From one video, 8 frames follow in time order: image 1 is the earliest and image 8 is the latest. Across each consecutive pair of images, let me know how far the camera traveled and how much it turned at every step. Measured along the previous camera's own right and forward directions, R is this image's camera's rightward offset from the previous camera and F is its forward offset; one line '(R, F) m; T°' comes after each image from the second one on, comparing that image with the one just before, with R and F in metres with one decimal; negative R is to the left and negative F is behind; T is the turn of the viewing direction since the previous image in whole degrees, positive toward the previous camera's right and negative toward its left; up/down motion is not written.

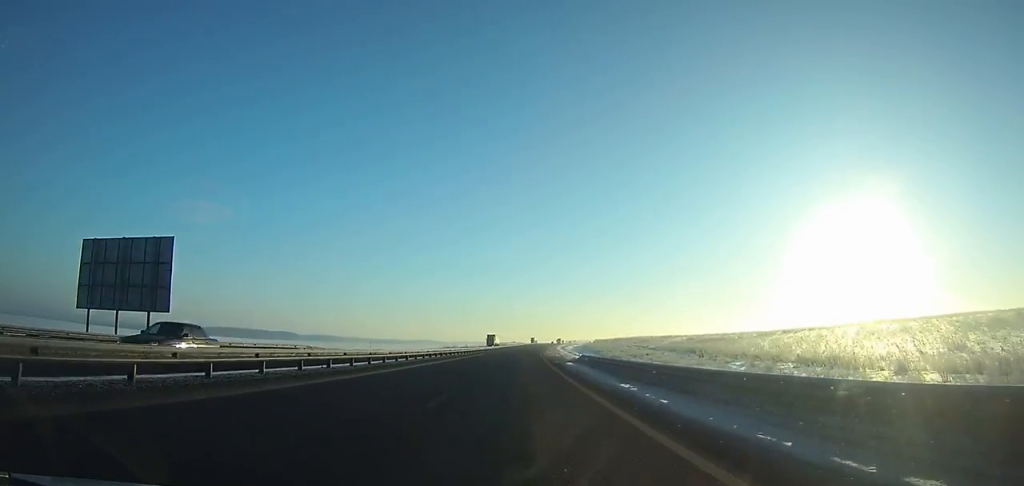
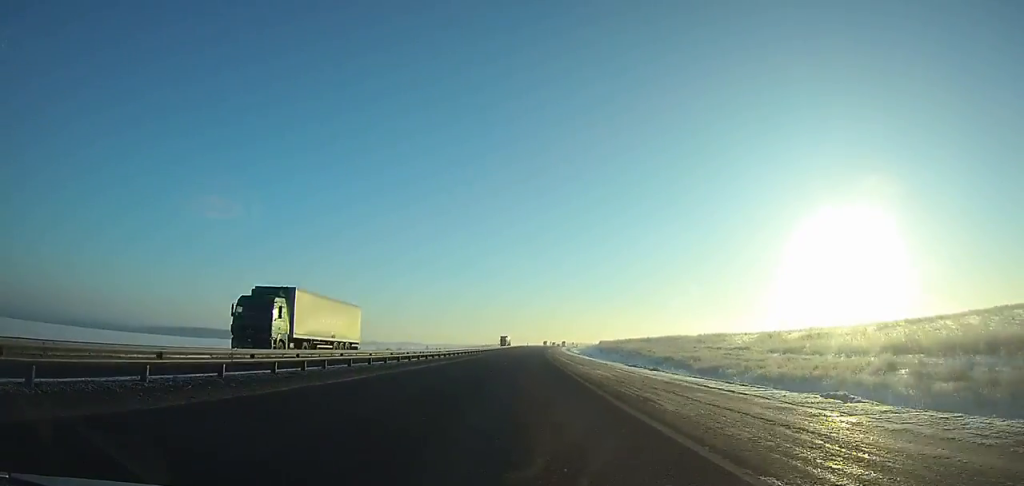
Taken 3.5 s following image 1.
(+1.1, +79.2) m; +1°
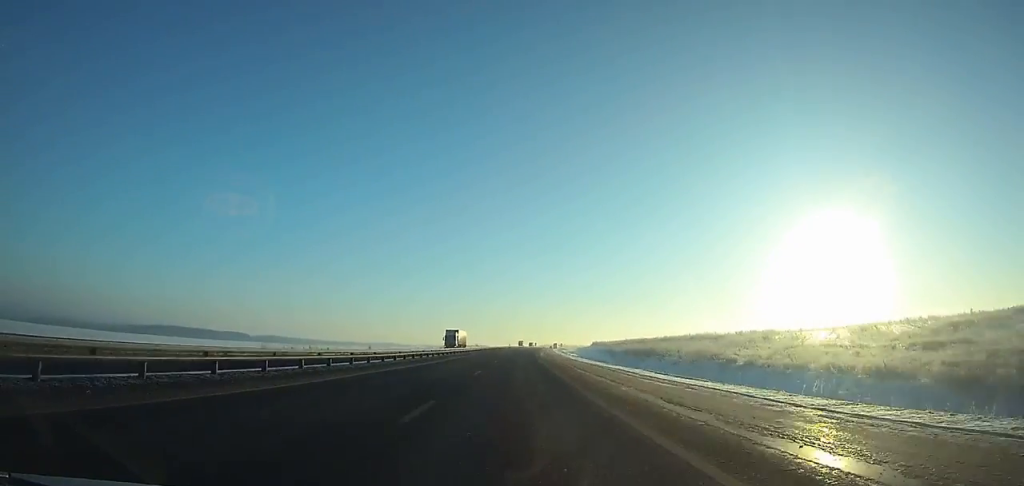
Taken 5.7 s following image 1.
(+0.3, +49.4) m; +1°
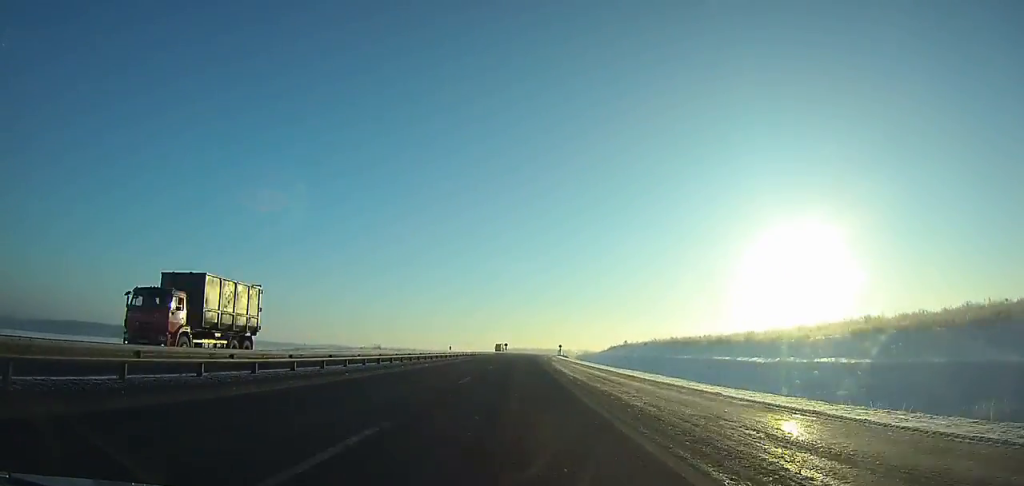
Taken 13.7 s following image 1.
(+5.5, +179.0) m; +3°
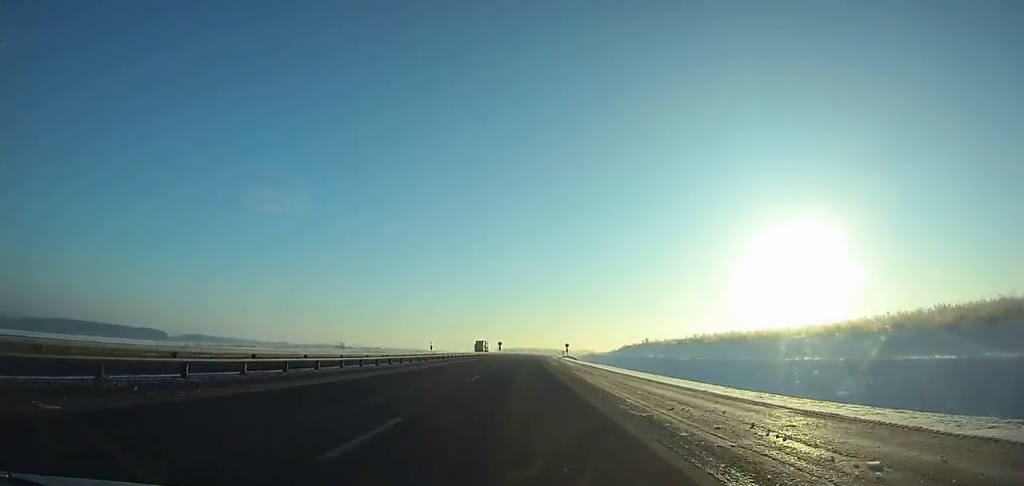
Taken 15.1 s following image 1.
(+0.1, +31.6) m; +1°
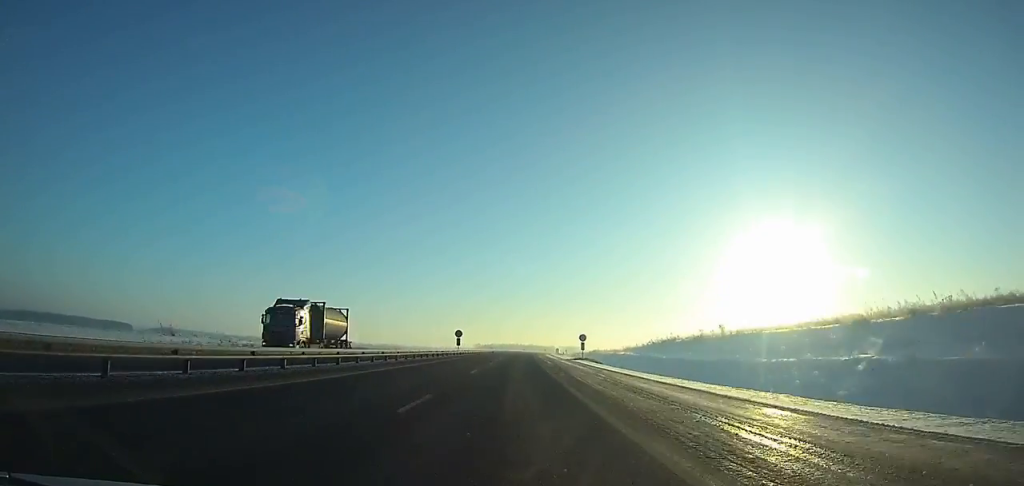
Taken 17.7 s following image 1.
(+0.5, +59.0) m; +1°
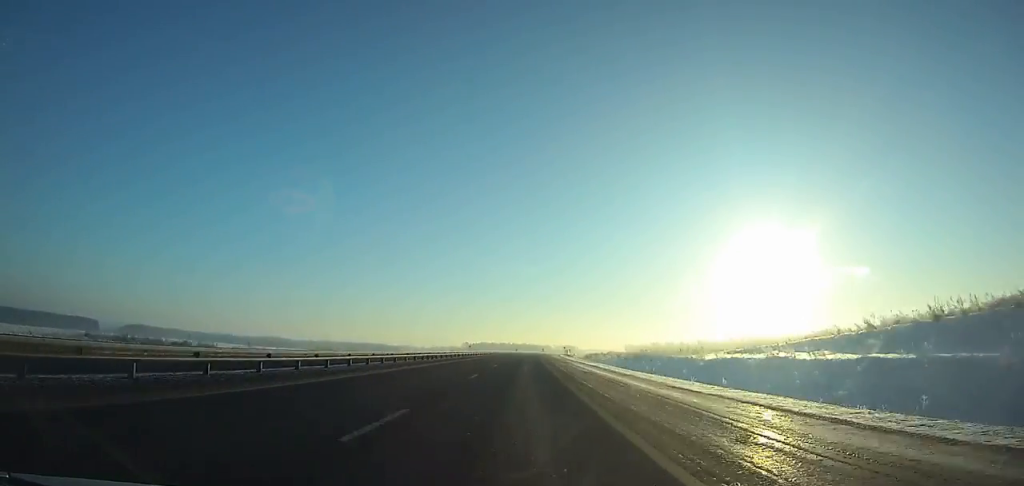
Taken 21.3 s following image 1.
(+1.1, +82.5) m; +2°
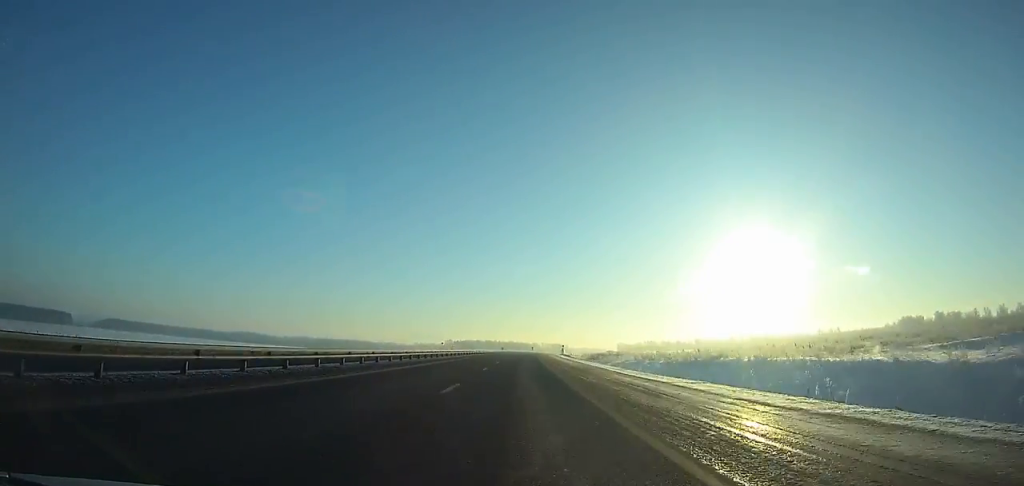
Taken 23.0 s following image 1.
(+0.2, +39.3) m; +1°
